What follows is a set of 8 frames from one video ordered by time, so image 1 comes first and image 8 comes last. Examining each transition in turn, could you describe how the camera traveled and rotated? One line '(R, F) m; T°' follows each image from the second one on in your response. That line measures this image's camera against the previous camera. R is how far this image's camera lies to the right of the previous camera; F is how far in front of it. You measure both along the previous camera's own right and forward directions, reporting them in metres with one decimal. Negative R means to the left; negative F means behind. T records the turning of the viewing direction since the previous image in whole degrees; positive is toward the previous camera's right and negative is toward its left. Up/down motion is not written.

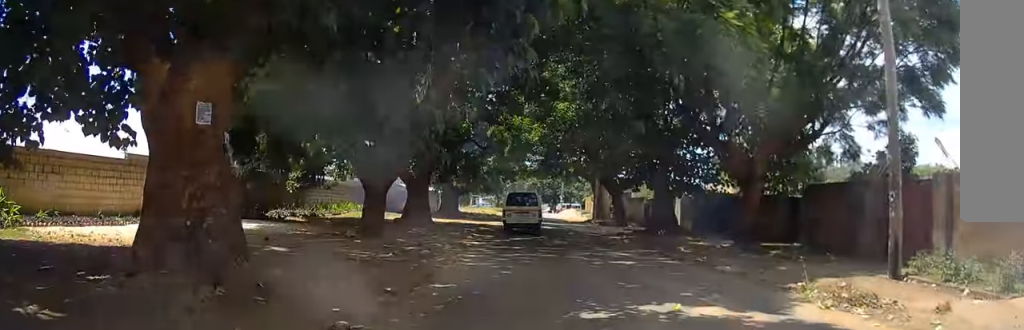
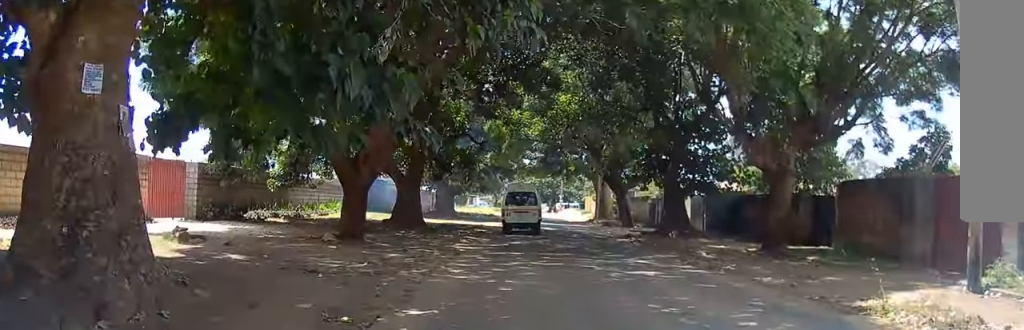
(0.0, +2.6) m; +1°
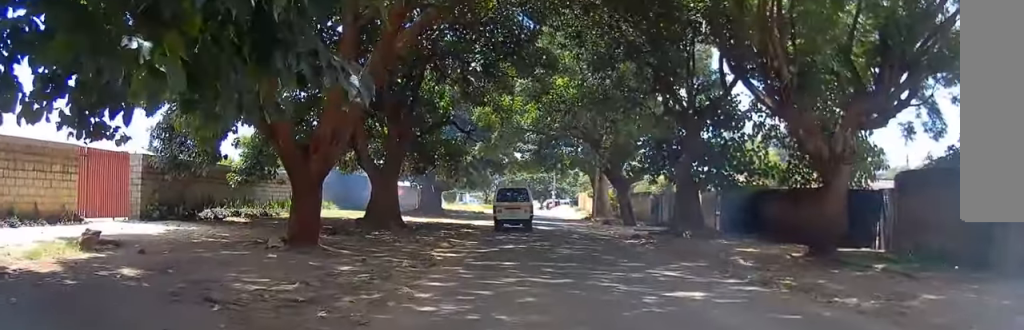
(+0.1, +3.9) m; +1°
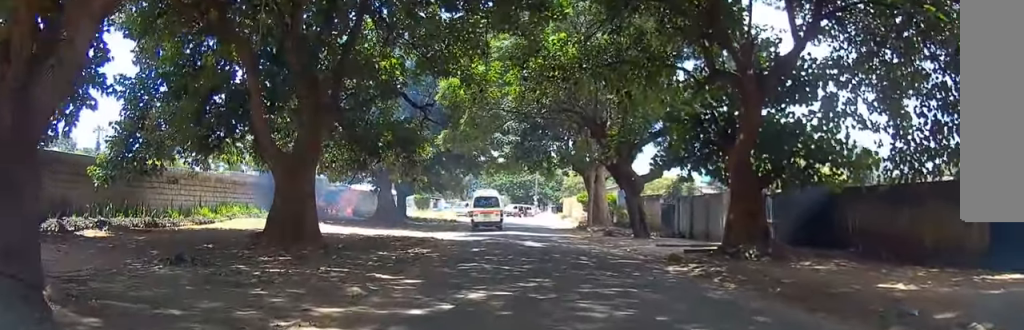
(-0.2, +9.5) m; +1°
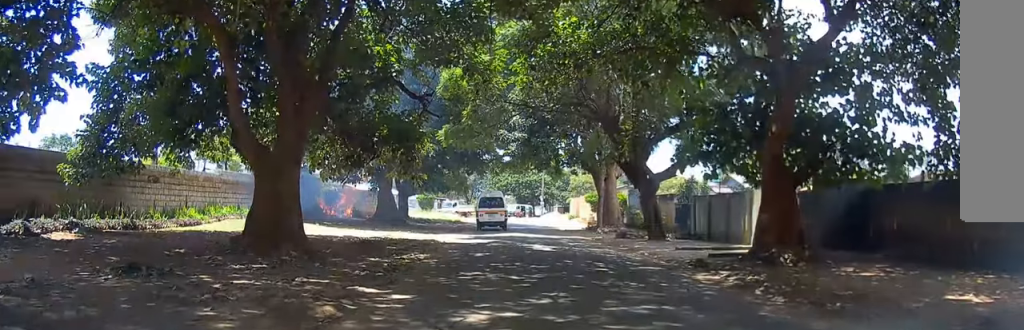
(0.0, +1.8) m; +1°
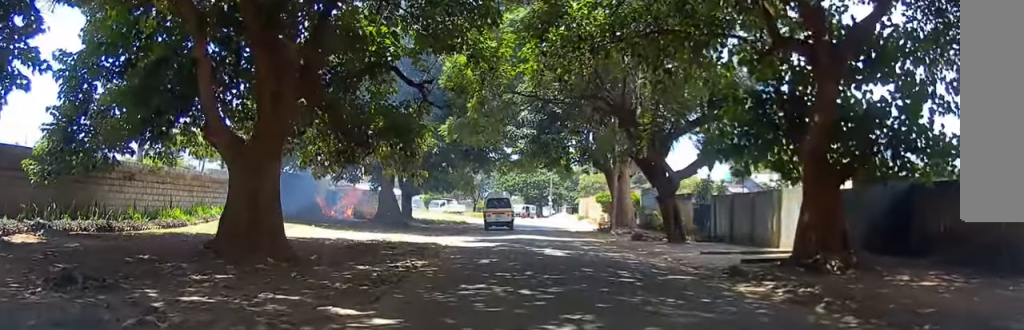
(+0.1, +2.0) m; 0°
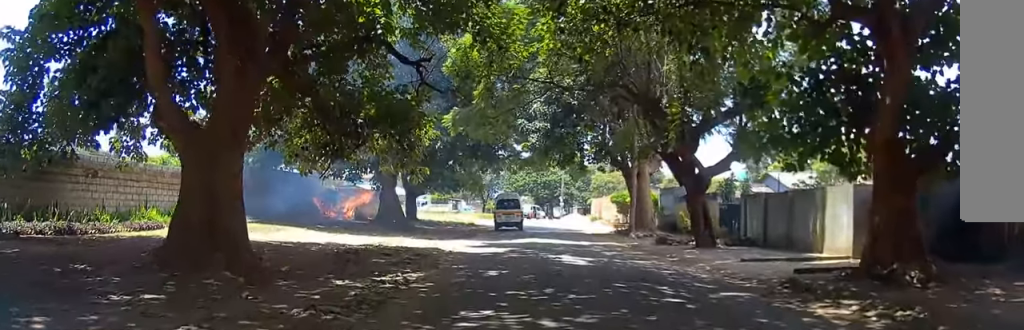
(0.0, +2.5) m; -1°
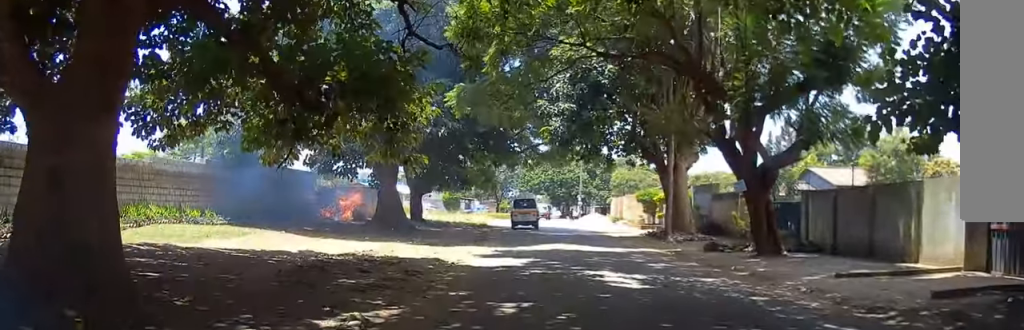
(-0.2, +4.1) m; -3°
